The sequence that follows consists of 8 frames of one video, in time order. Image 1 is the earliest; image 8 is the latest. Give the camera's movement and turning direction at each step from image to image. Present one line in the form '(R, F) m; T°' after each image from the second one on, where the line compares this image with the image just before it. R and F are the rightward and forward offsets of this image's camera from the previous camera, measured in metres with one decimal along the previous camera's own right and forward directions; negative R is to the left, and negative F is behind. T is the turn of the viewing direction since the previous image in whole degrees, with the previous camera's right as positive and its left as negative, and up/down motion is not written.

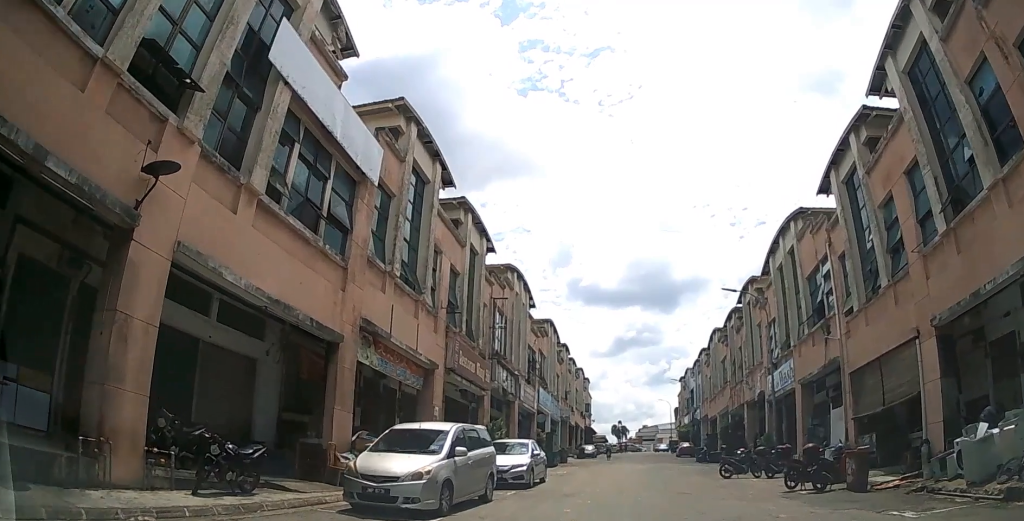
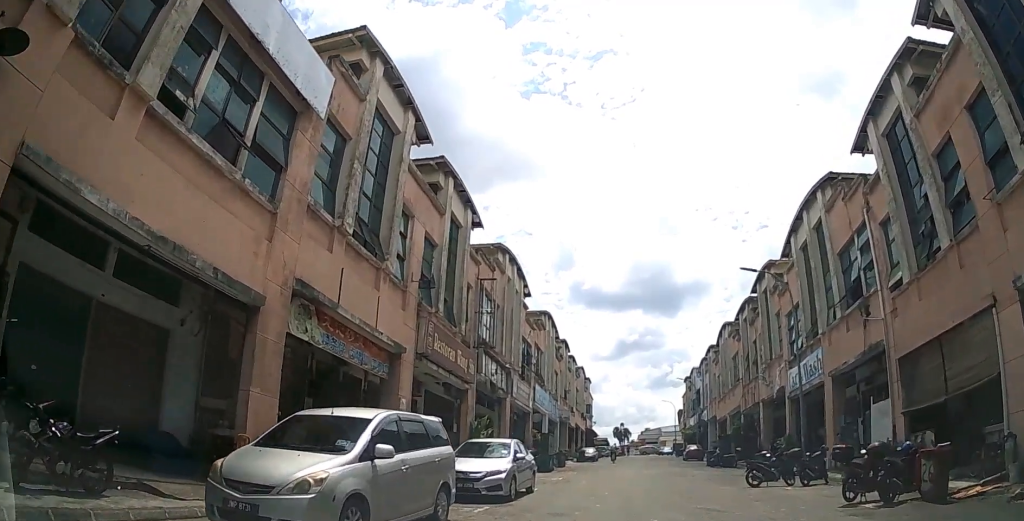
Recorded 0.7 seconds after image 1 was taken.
(+0.1, +3.8) m; +3°
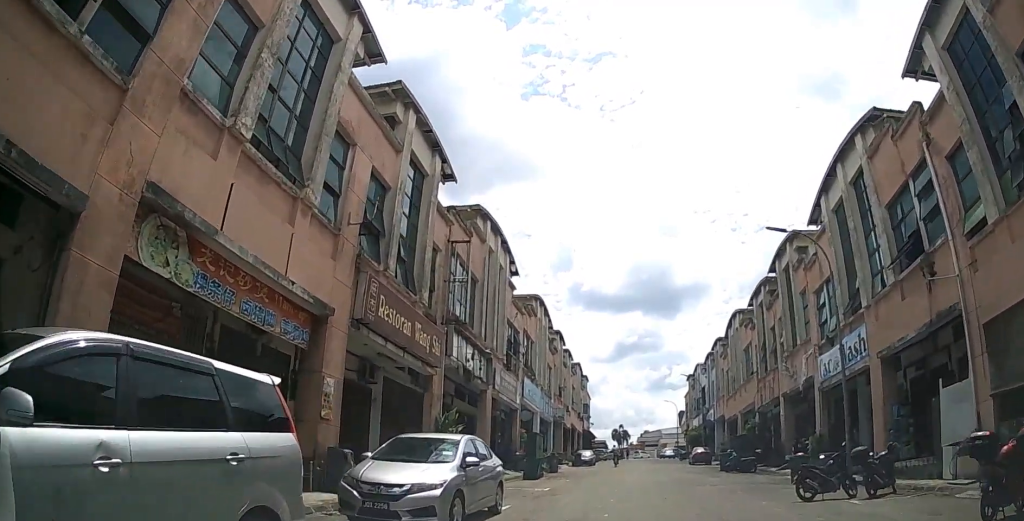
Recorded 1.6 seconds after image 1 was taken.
(+0.1, +5.0) m; +1°
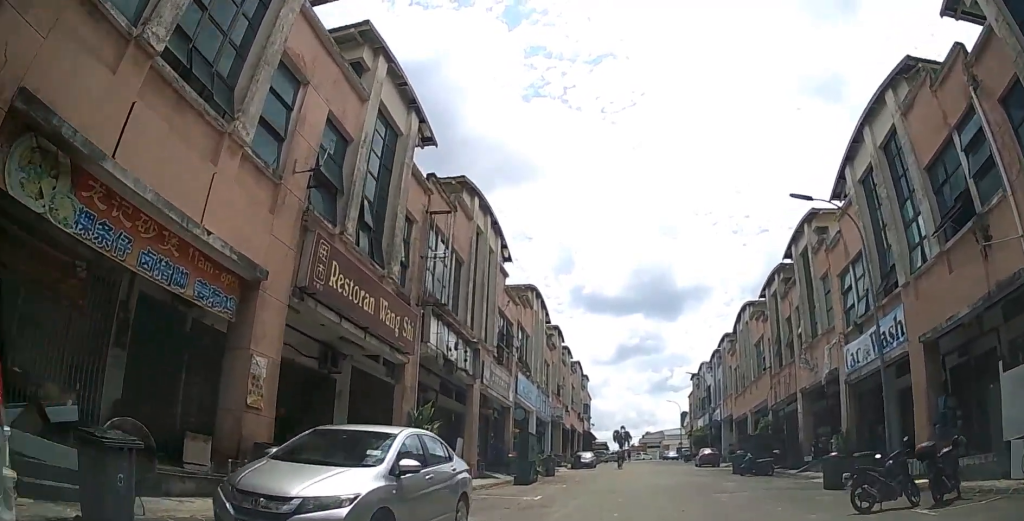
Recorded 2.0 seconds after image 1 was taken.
(0.0, +3.1) m; 0°
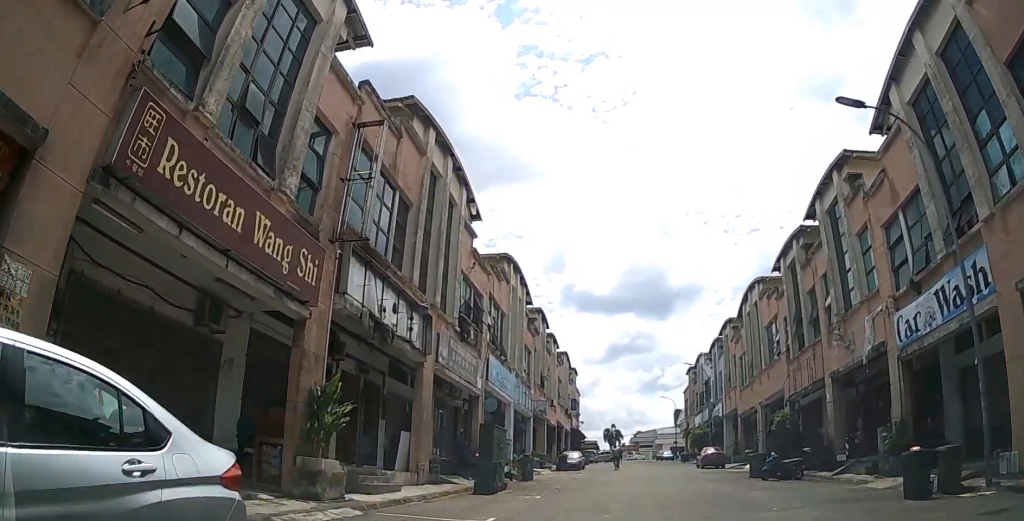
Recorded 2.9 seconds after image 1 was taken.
(0.0, +5.8) m; 0°
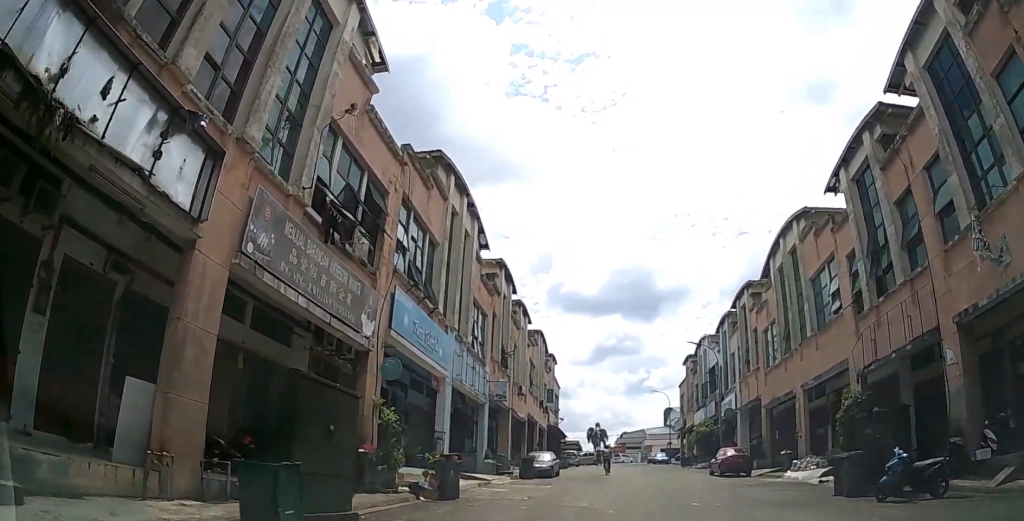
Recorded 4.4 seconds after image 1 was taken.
(0.0, +11.4) m; +2°
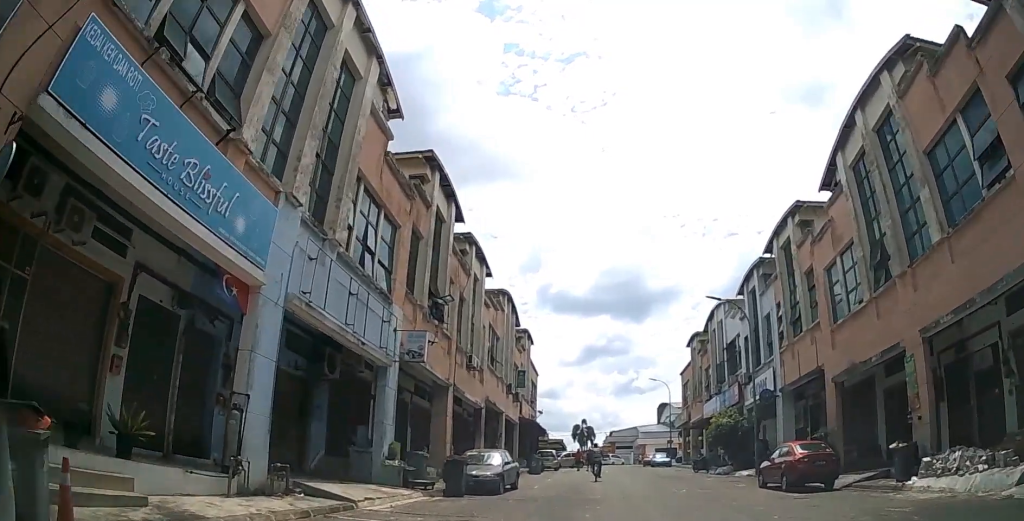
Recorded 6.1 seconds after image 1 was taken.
(+0.3, +12.5) m; +1°
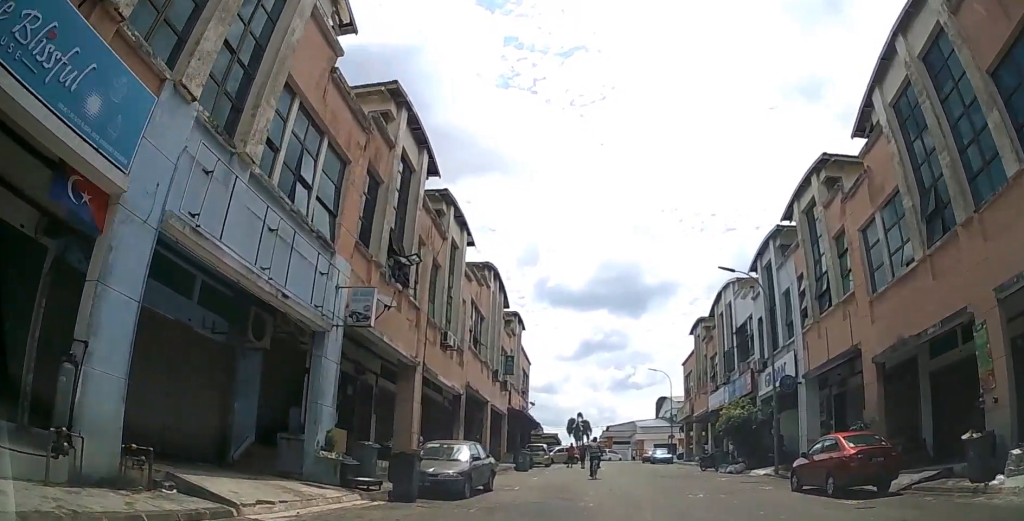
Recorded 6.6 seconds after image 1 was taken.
(0.0, +4.1) m; -1°
